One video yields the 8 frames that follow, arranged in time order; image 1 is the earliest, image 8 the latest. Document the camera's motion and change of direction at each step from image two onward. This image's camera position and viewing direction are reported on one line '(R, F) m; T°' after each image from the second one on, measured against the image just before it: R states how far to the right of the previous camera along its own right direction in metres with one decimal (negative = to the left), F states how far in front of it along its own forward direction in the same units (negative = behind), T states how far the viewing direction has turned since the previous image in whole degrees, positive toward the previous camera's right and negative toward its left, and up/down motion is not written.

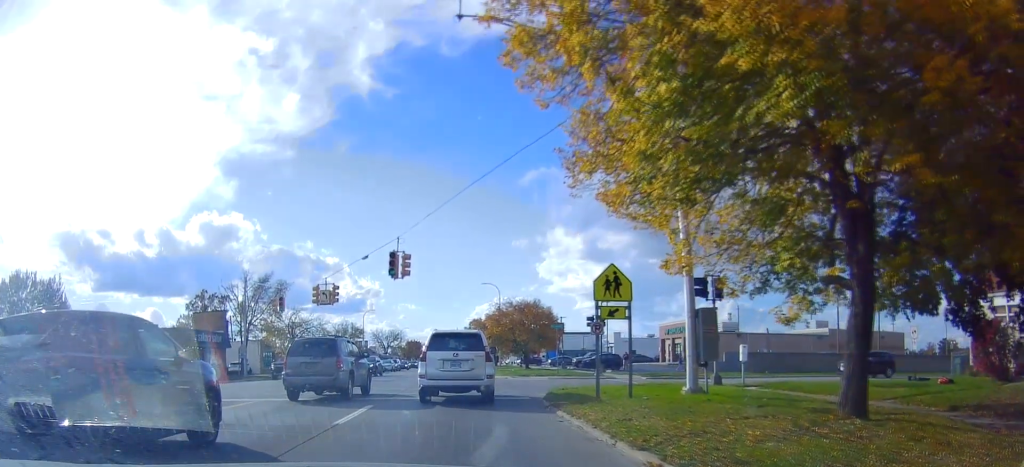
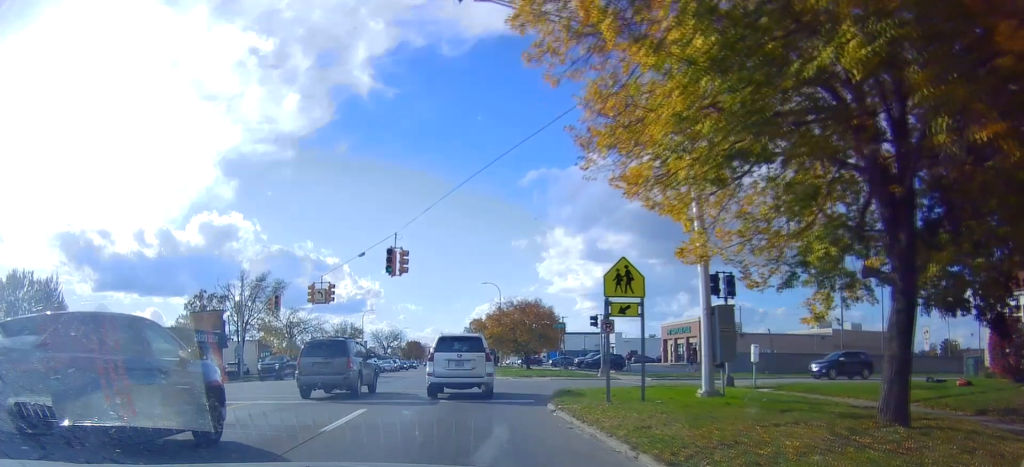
(0.0, +0.9) m; 0°
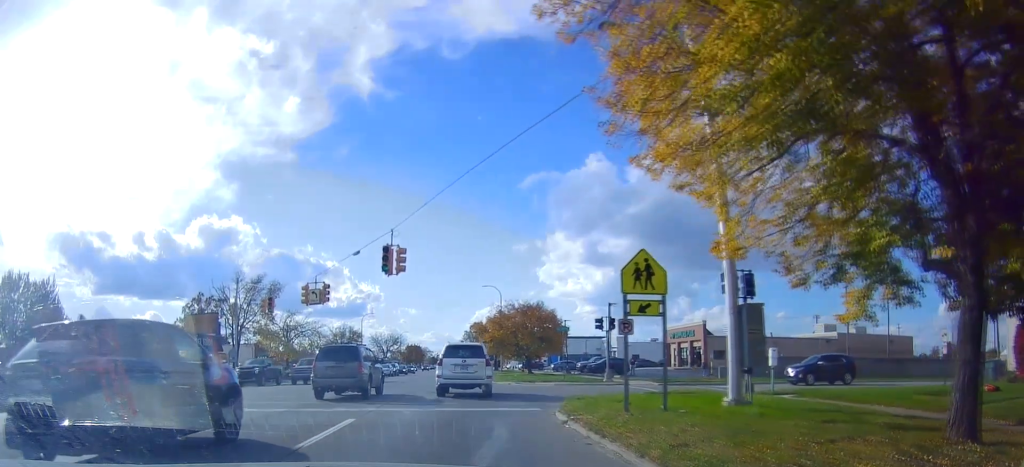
(0.0, +1.1) m; 0°
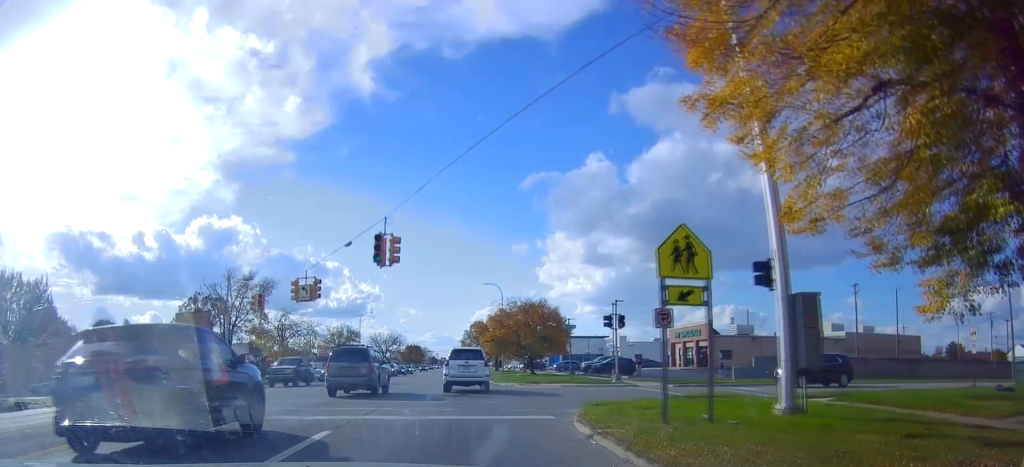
(0.0, +1.4) m; 0°
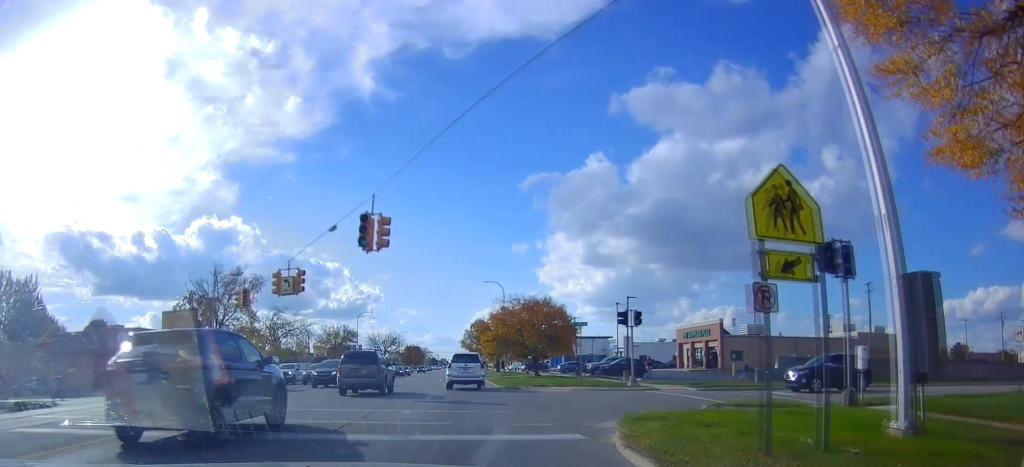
(0.0, +2.2) m; 0°
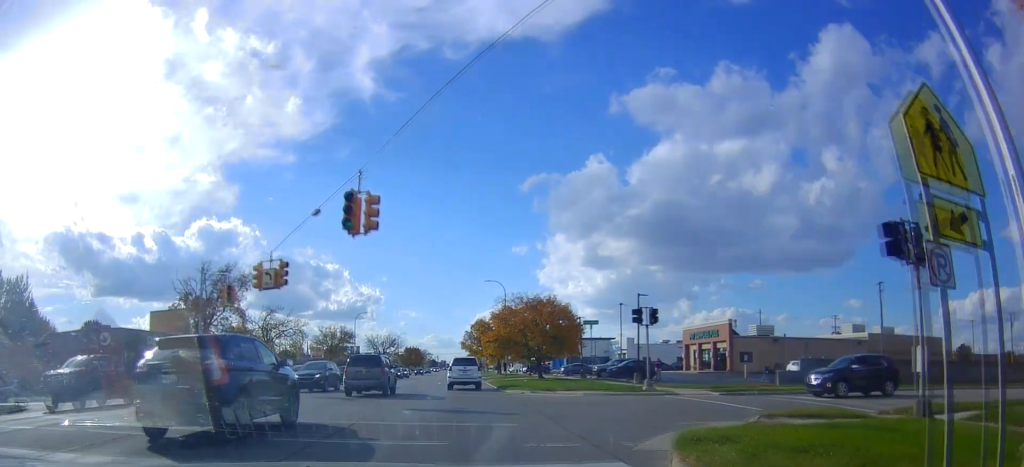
(0.0, +1.6) m; 0°
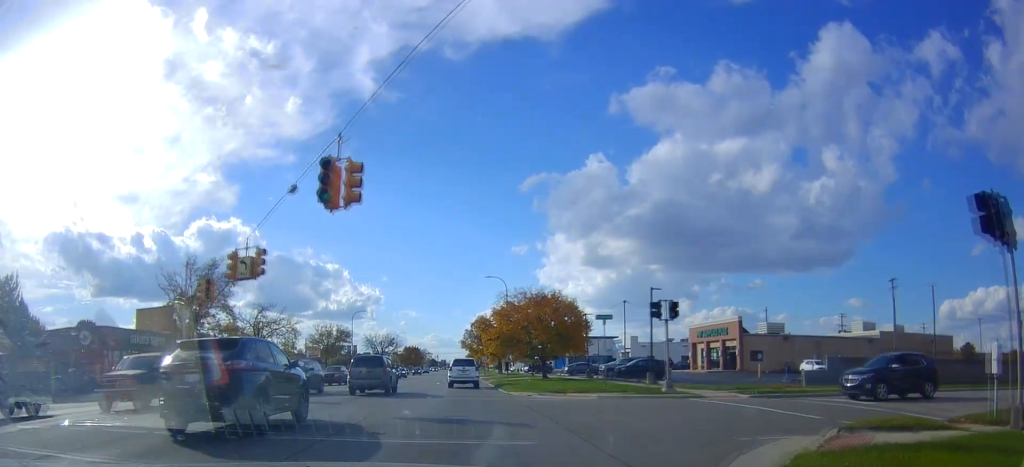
(0.0, +2.1) m; 0°
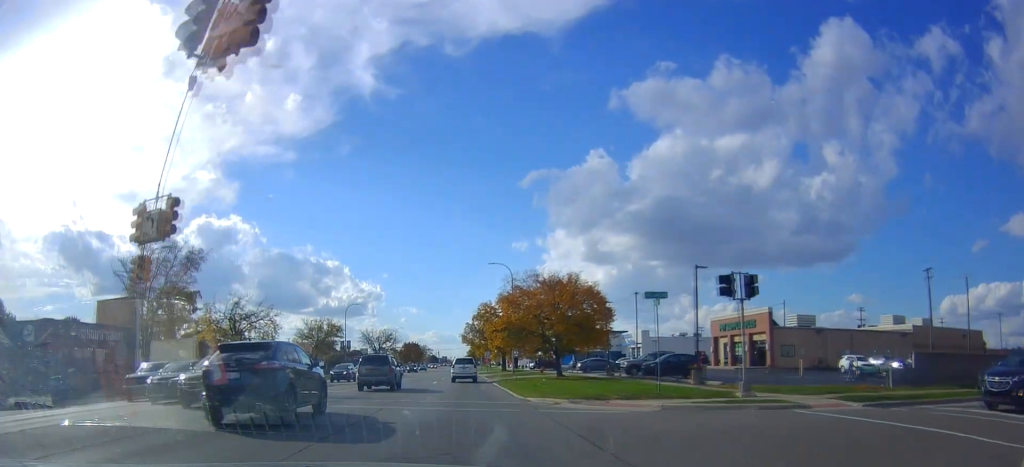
(0.0, +5.1) m; 0°
